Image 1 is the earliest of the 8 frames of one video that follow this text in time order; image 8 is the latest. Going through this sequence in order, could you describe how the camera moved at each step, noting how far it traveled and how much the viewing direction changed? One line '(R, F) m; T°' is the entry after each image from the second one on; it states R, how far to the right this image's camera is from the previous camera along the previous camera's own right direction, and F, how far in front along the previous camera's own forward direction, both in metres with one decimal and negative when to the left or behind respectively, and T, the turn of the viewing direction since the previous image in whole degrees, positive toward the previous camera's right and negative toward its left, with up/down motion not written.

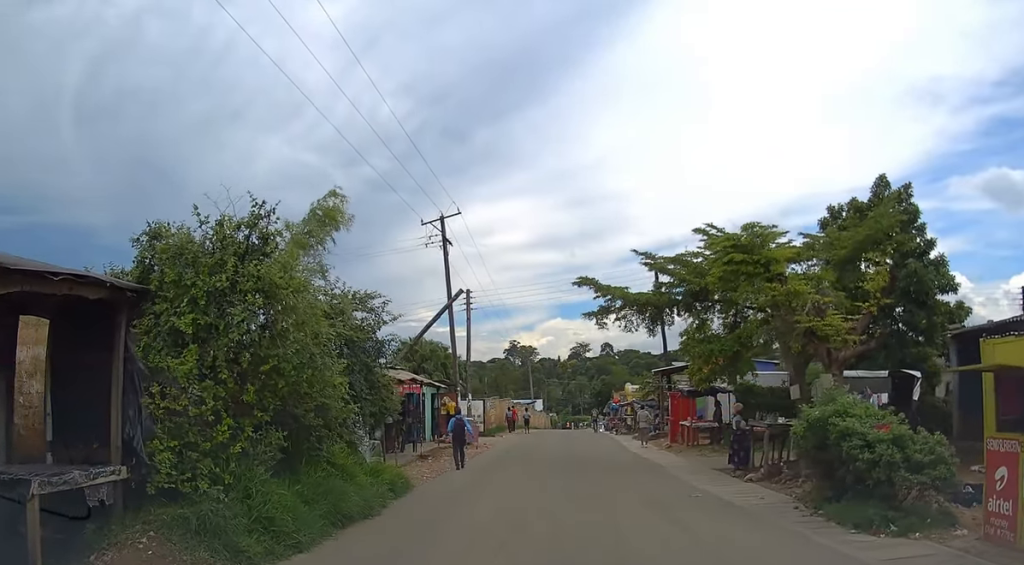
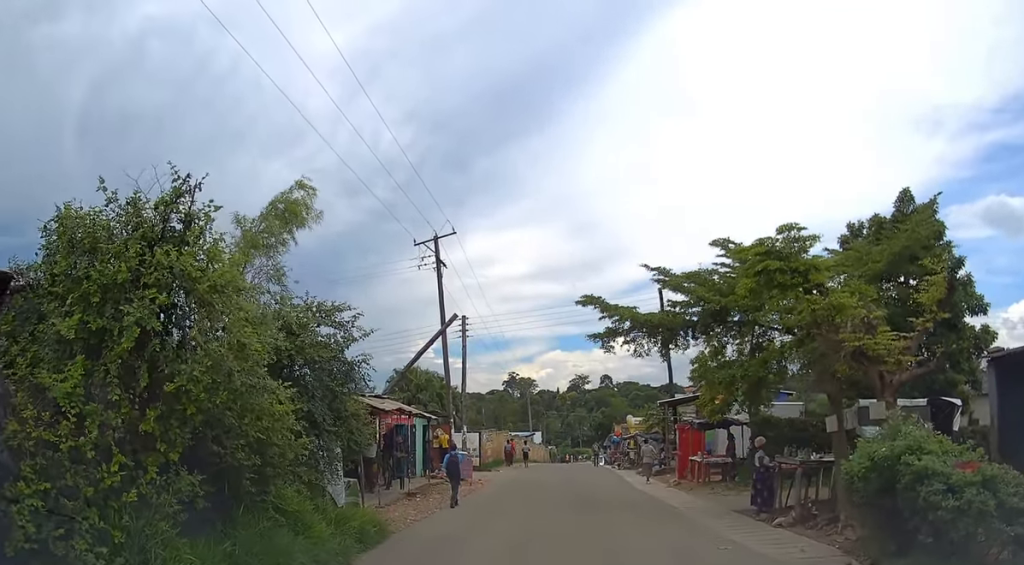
(+0.1, +2.1) m; 0°
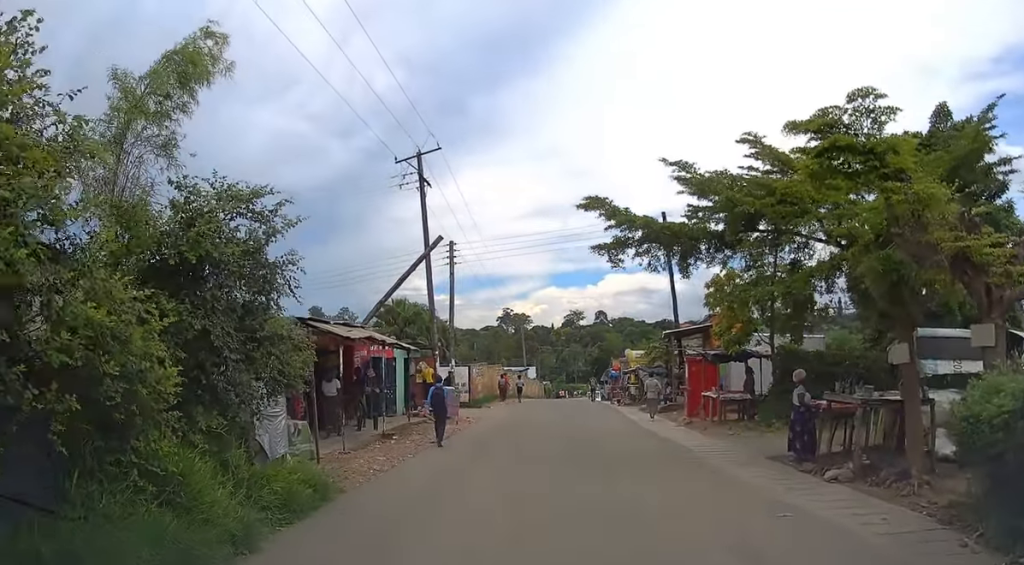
(0.0, +2.7) m; 0°
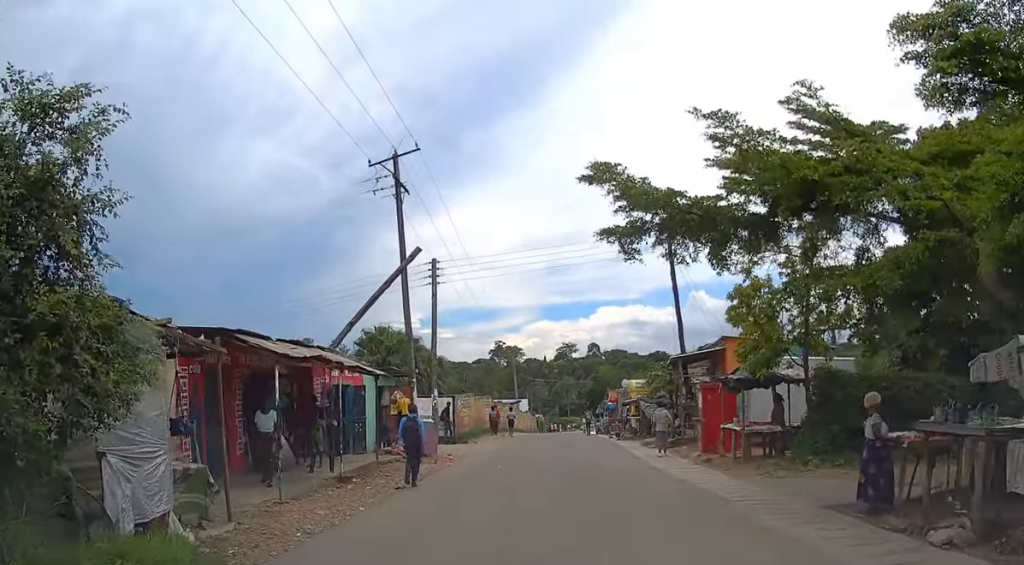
(0.0, +2.9) m; 0°
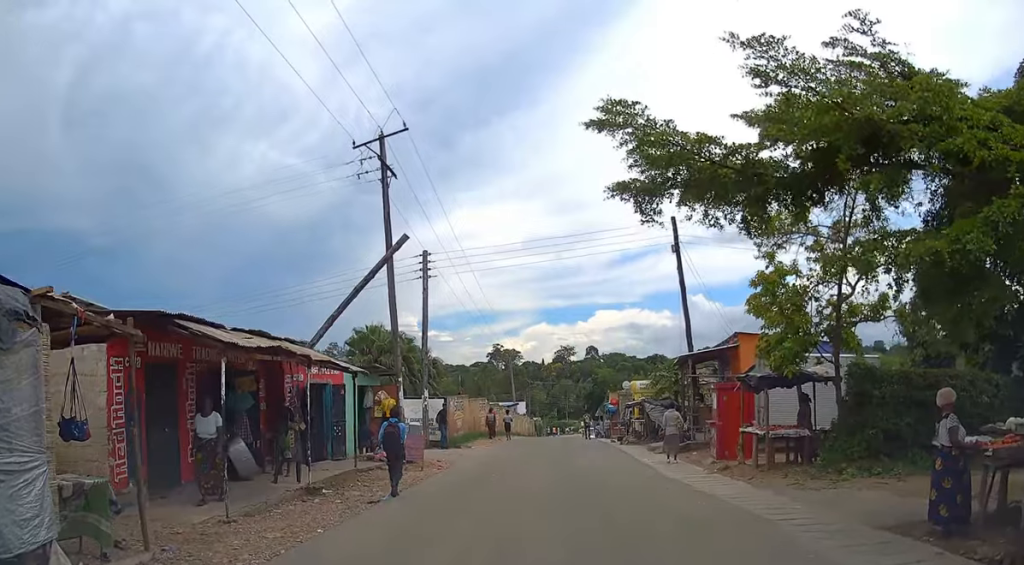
(0.0, +1.7) m; +1°
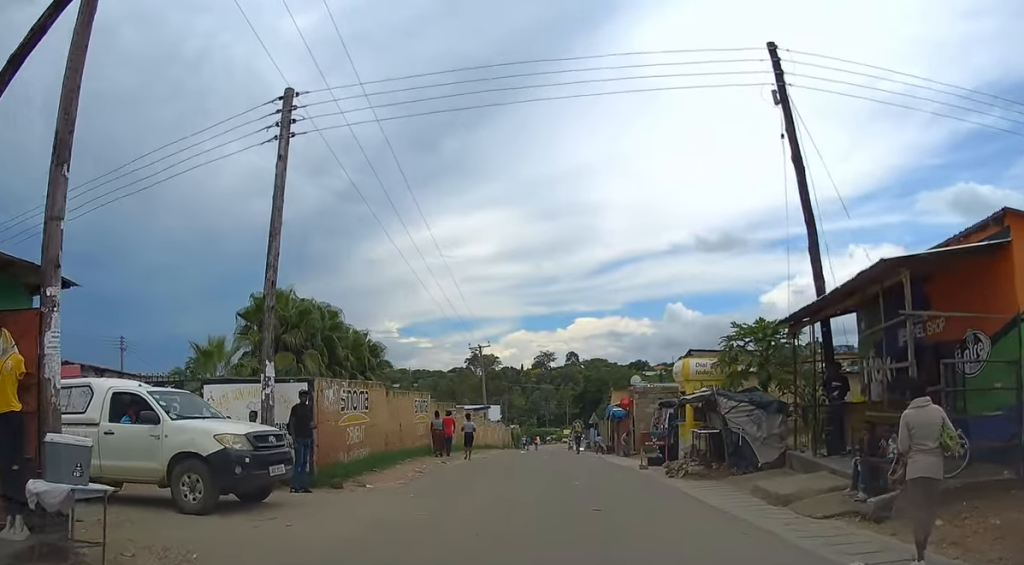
(-0.1, +14.3) m; 0°
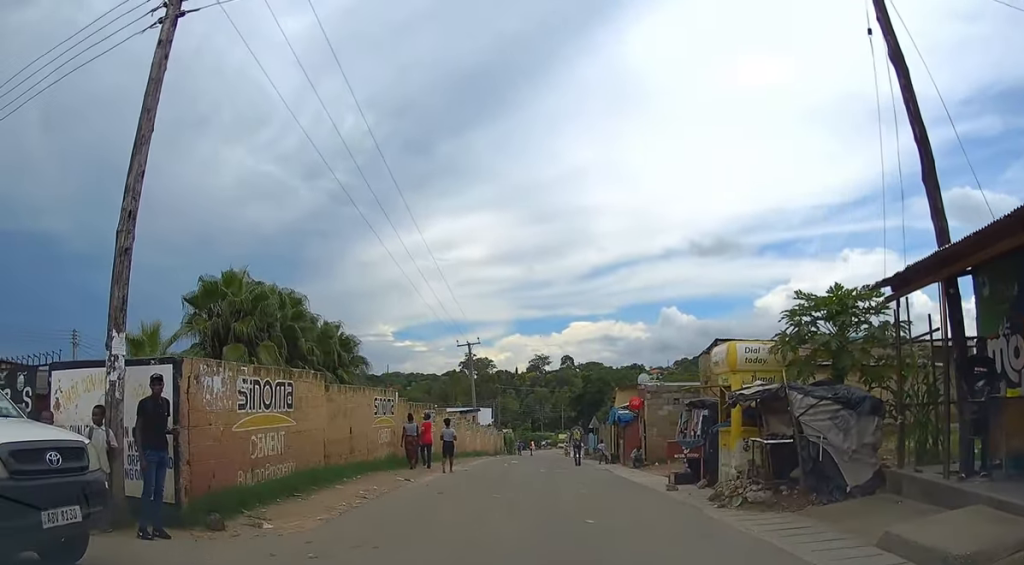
(+0.1, +4.9) m; 0°
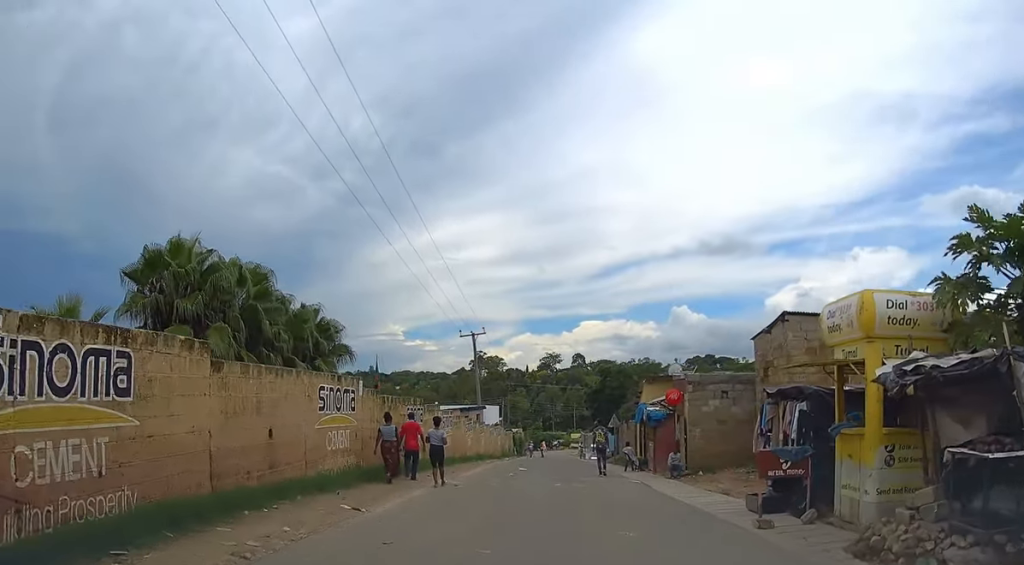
(-0.1, +5.4) m; -1°
